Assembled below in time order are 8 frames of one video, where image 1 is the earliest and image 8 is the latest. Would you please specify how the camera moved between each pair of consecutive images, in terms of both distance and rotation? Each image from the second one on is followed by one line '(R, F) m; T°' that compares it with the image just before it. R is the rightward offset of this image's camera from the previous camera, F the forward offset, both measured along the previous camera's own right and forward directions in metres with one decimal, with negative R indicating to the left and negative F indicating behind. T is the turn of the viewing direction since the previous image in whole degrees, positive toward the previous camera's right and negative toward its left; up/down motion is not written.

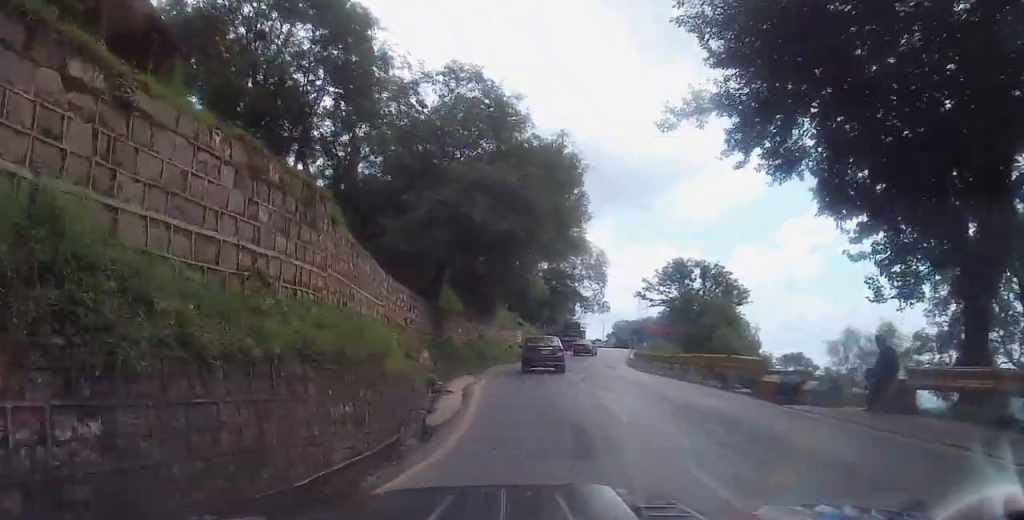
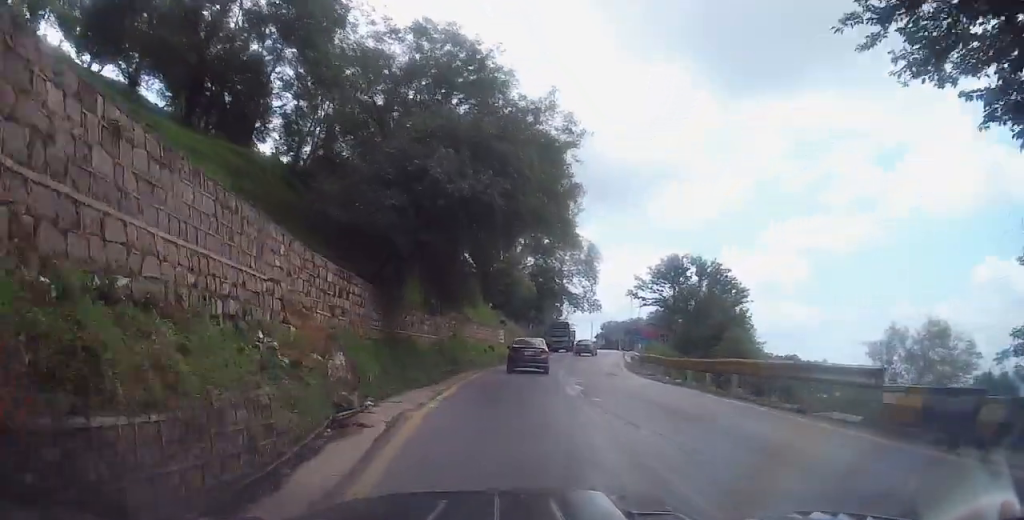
(+0.2, +6.3) m; +3°
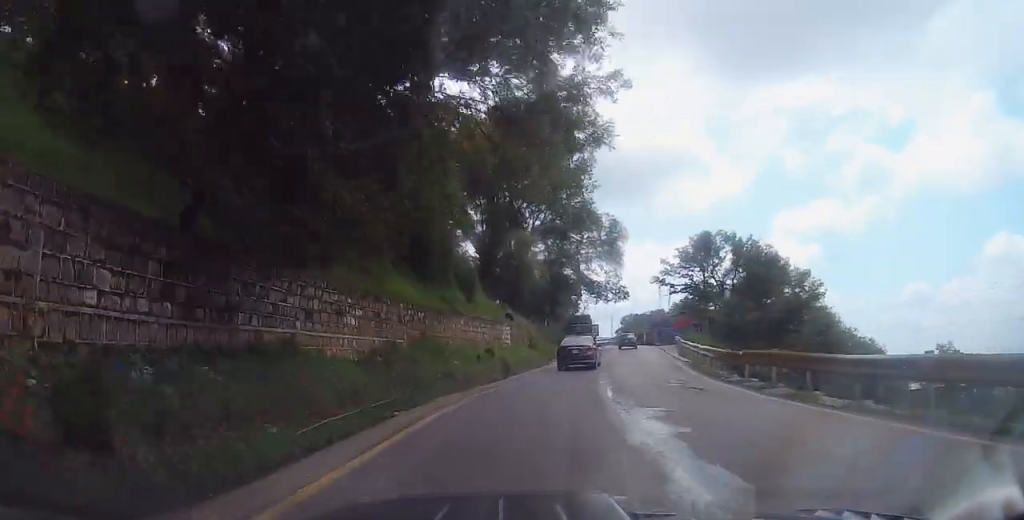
(+0.7, +12.5) m; +2°
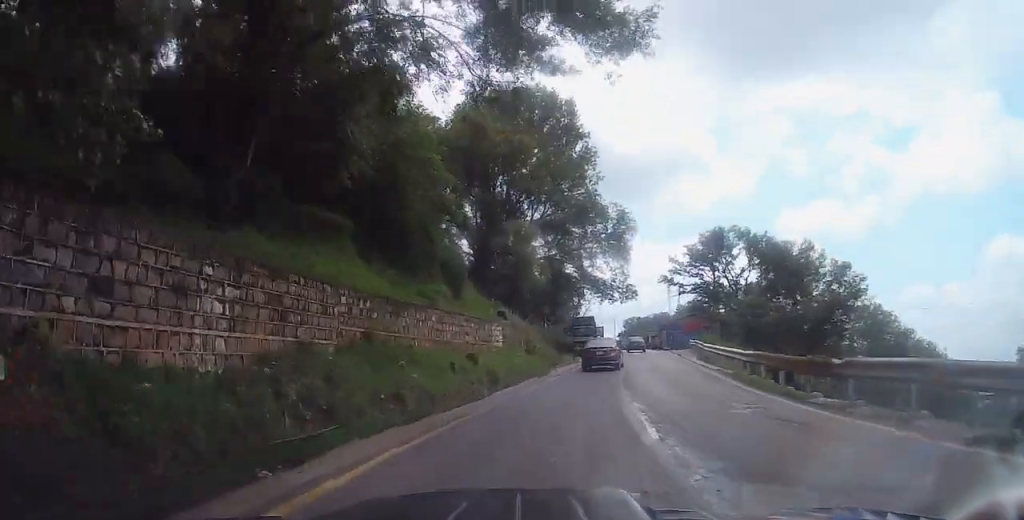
(-0.1, +6.2) m; +2°
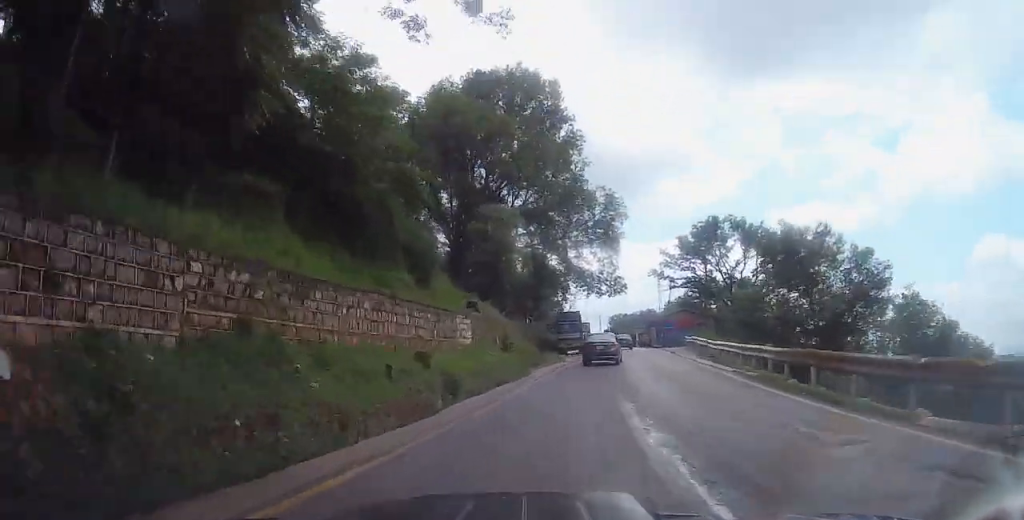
(-0.3, +4.9) m; +2°
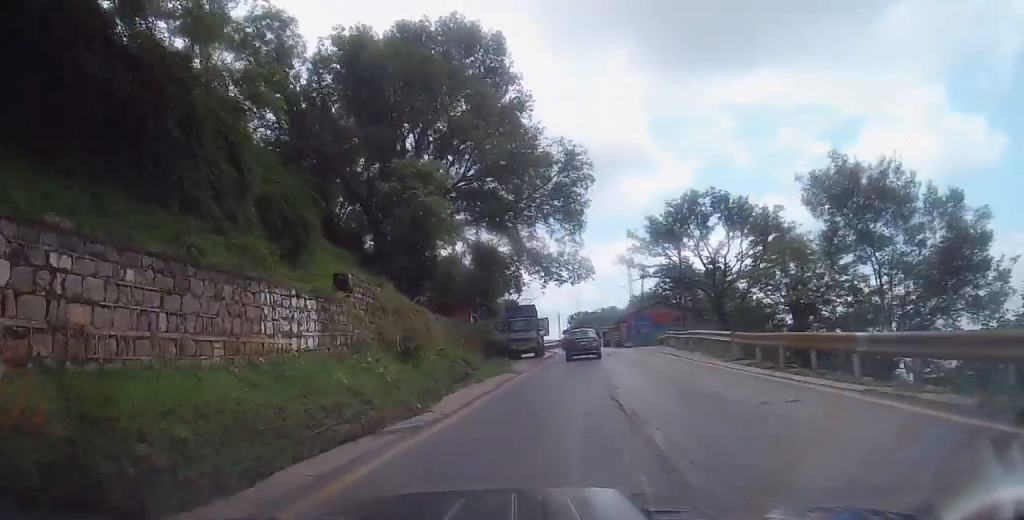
(+1.0, +11.6) m; +2°
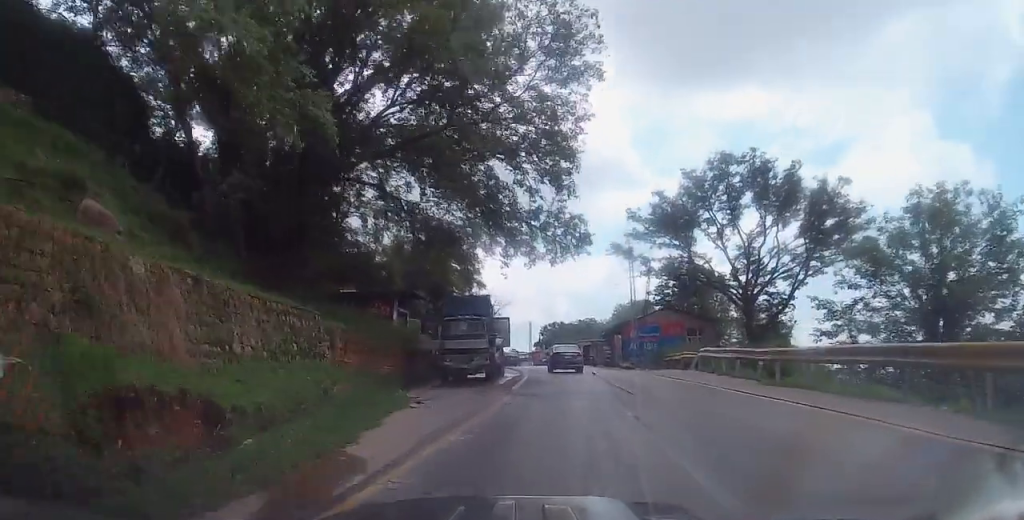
(-1.0, +18.1) m; 0°
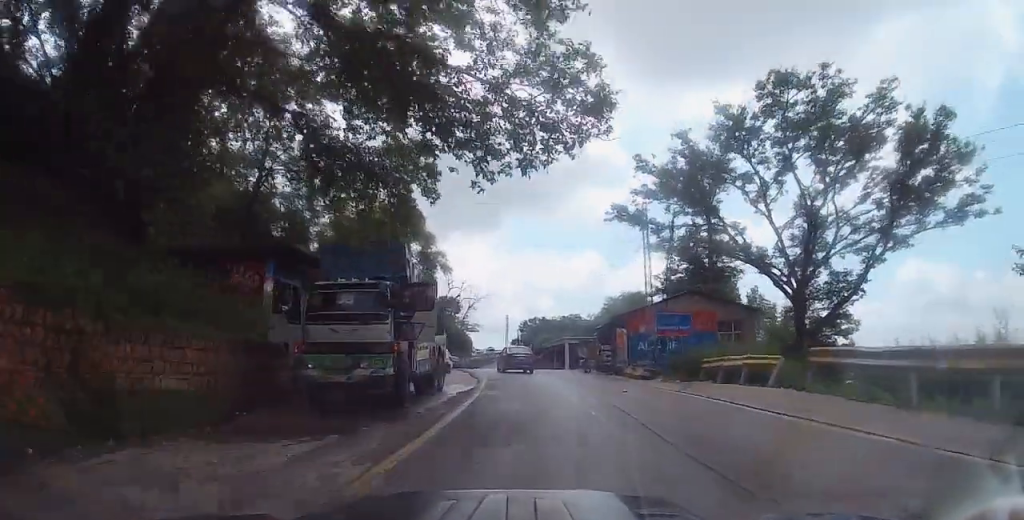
(-0.3, +13.9) m; -7°
